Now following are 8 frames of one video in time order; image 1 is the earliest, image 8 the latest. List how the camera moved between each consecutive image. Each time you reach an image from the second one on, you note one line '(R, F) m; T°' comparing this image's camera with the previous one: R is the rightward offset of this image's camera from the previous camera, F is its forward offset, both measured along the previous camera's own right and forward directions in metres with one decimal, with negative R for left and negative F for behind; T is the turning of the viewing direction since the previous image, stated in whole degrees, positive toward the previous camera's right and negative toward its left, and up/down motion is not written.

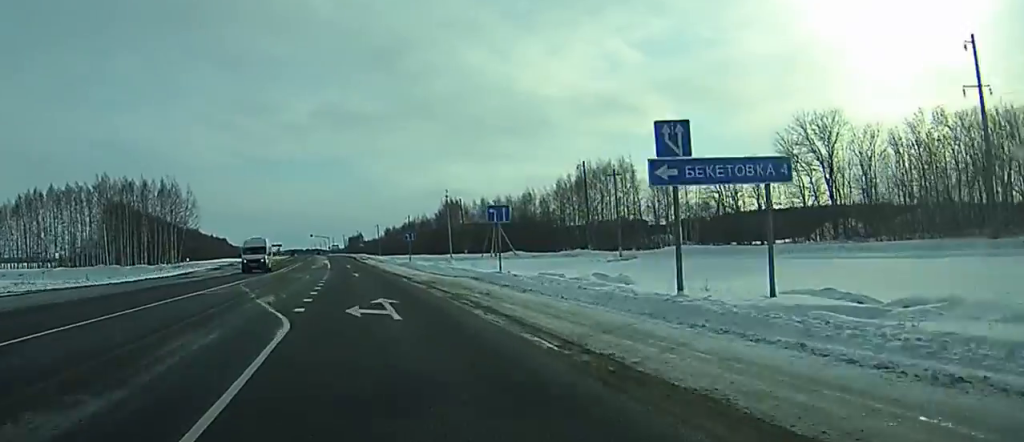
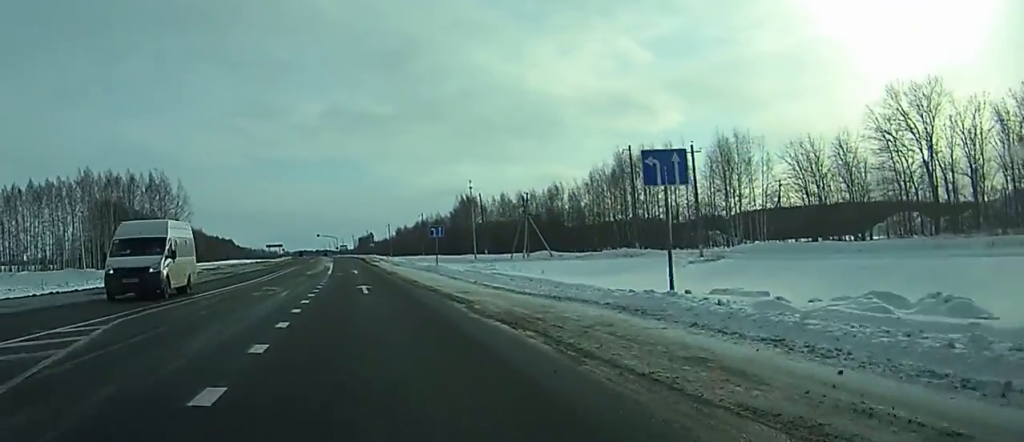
(-0.1, +19.2) m; 0°
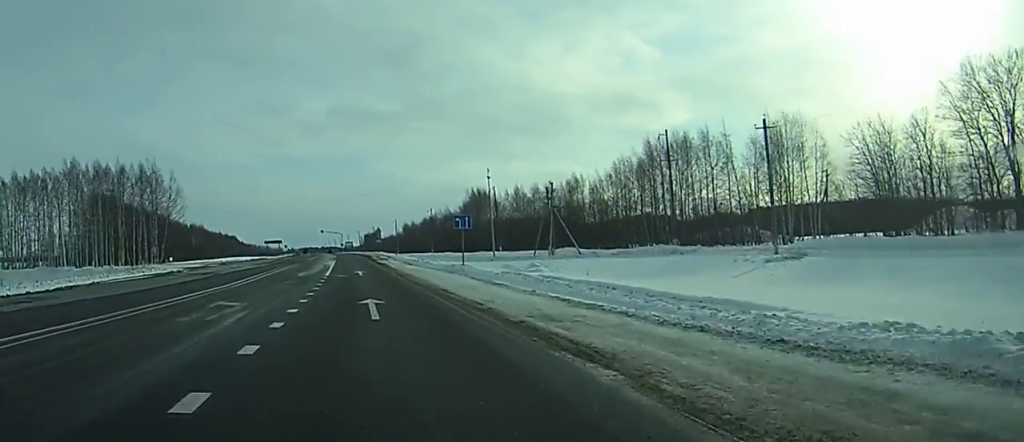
(0.0, +12.3) m; 0°
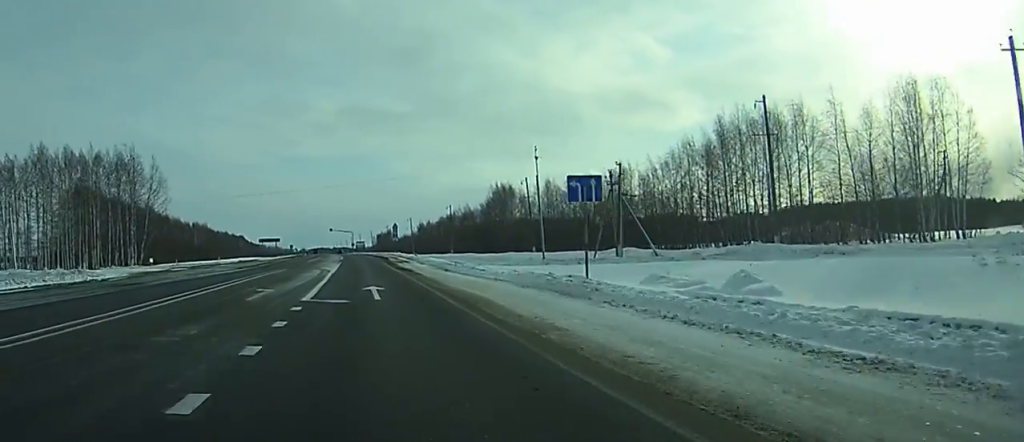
(-0.1, +23.7) m; -1°
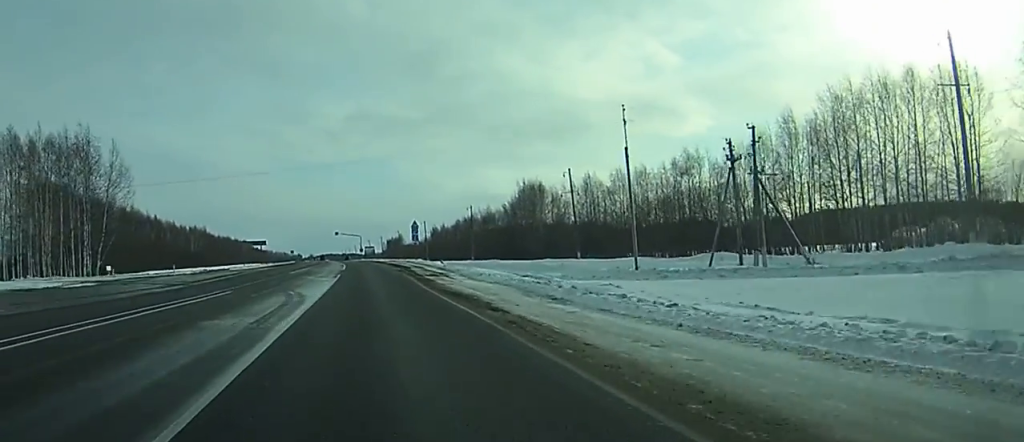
(-0.1, +27.5) m; -1°
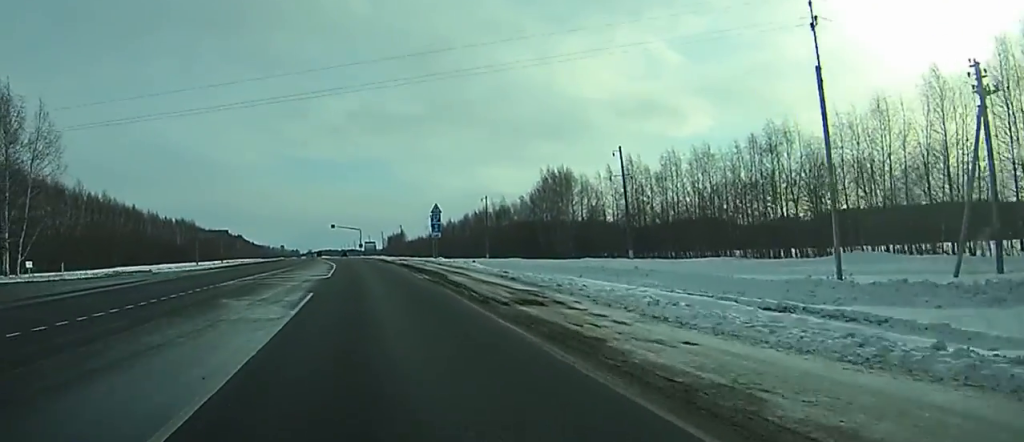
(-0.2, +26.6) m; -1°
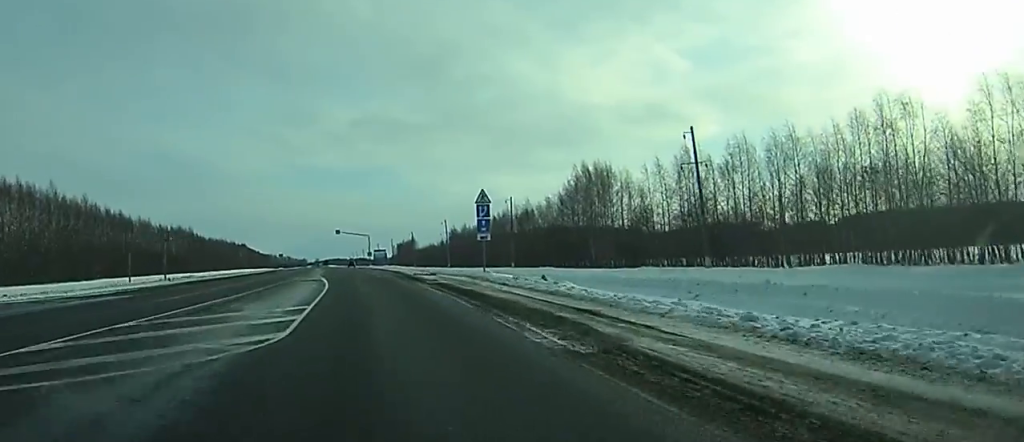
(-0.1, +22.0) m; 0°
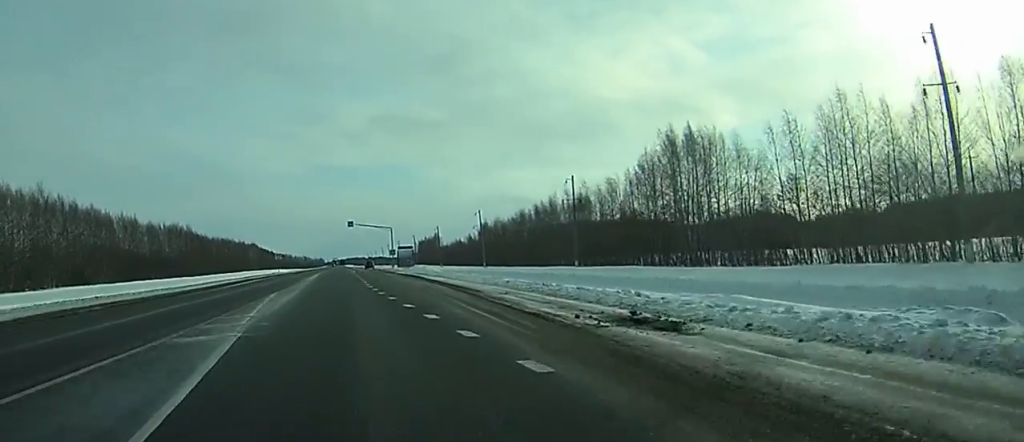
(-0.1, +37.9) m; -1°
